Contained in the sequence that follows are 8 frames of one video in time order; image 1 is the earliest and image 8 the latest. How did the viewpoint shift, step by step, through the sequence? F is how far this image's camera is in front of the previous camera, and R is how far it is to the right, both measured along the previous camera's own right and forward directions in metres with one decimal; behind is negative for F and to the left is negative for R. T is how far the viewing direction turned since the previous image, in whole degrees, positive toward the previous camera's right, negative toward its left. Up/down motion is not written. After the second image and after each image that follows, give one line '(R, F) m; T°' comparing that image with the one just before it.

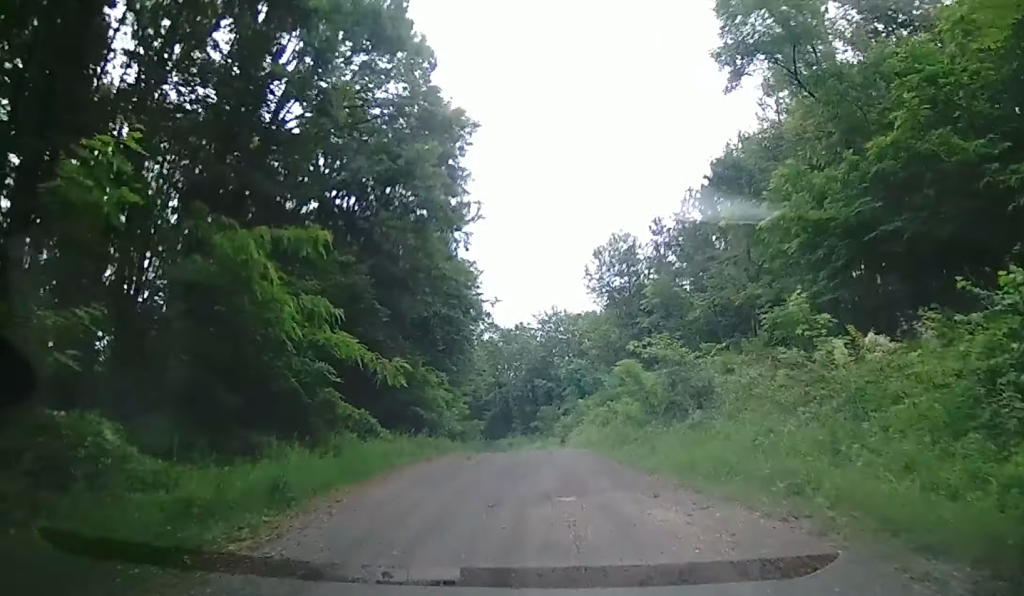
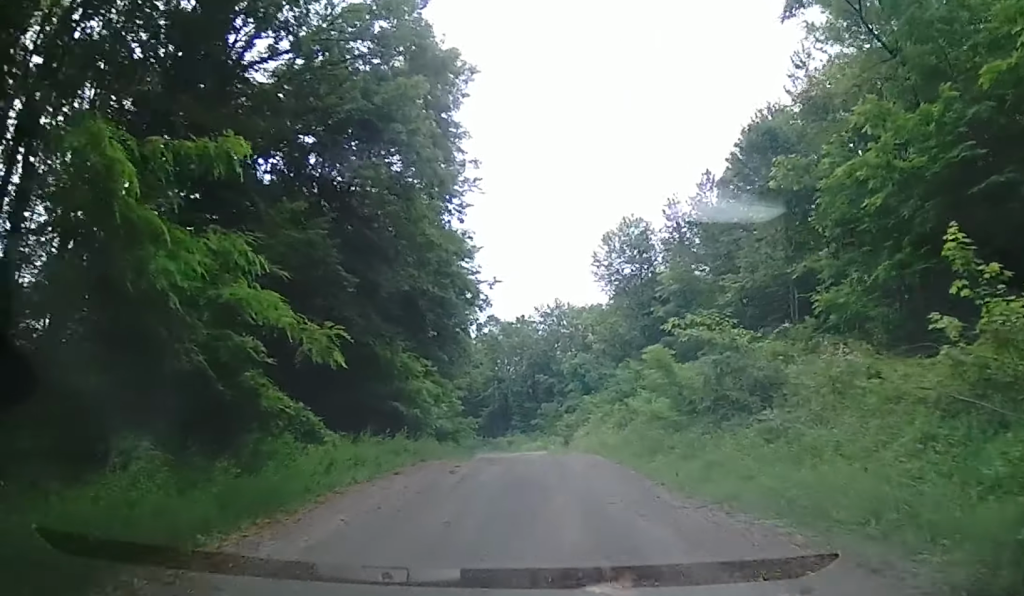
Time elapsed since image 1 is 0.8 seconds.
(-0.4, +5.0) m; +1°
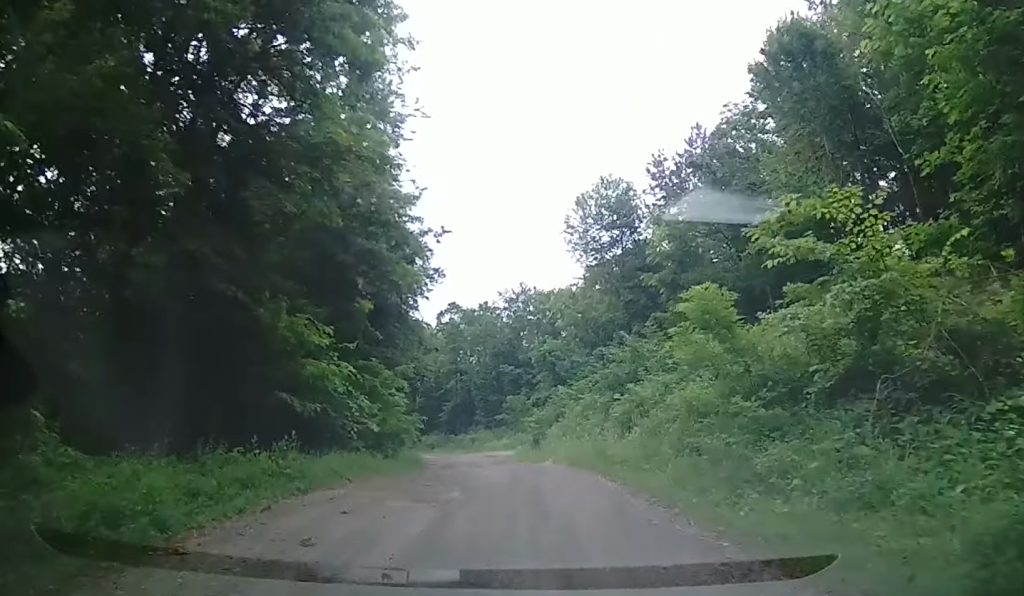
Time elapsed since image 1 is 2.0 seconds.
(+0.7, +8.8) m; +6°
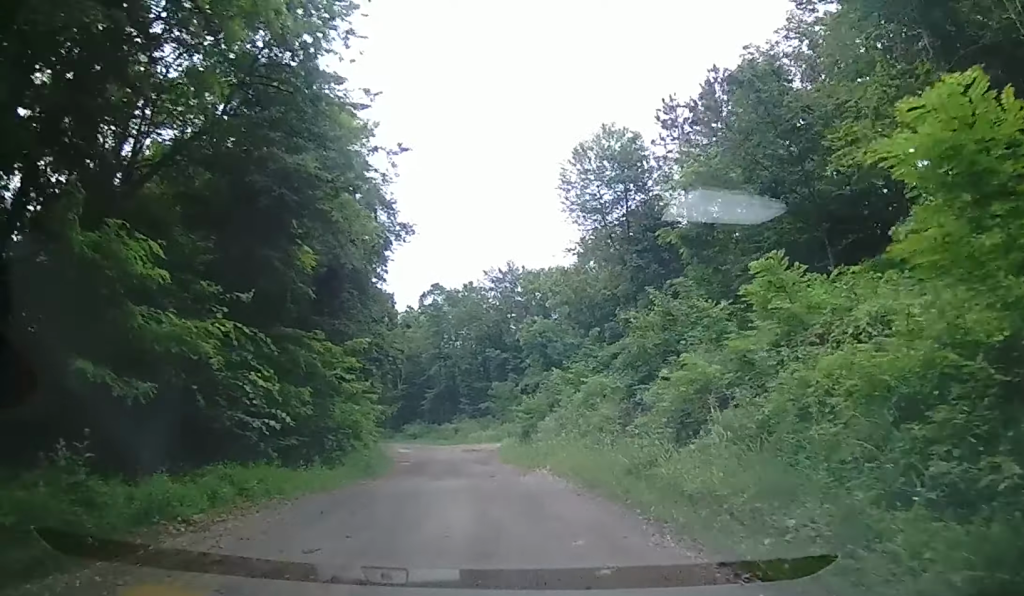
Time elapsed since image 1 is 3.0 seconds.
(0.0, +7.7) m; 0°
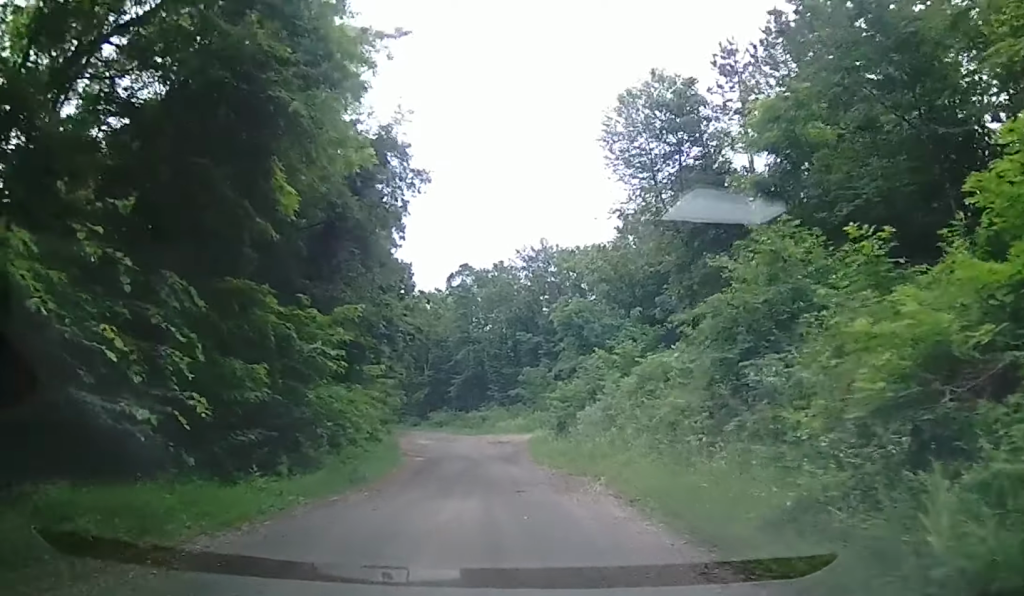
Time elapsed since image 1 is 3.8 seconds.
(0.0, +5.9) m; -1°
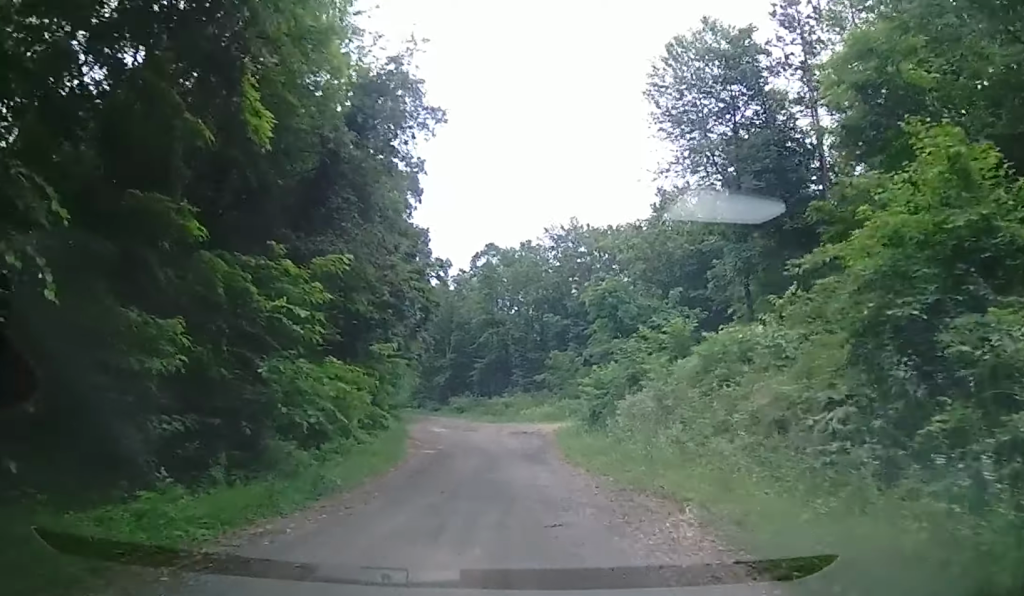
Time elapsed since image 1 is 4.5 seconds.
(-0.1, +4.8) m; -5°
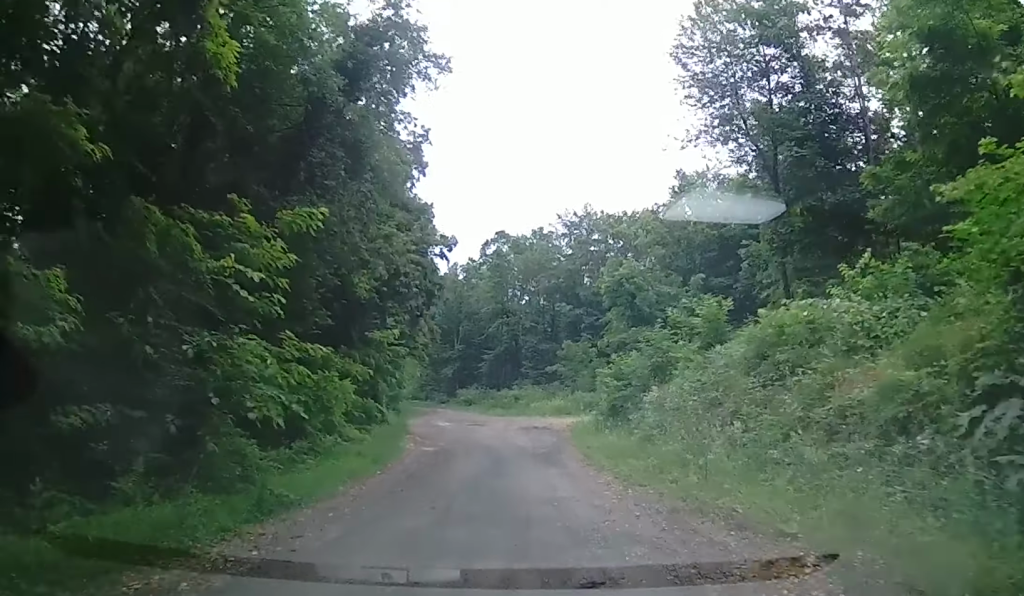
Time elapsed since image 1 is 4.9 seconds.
(+0.1, +3.1) m; -3°
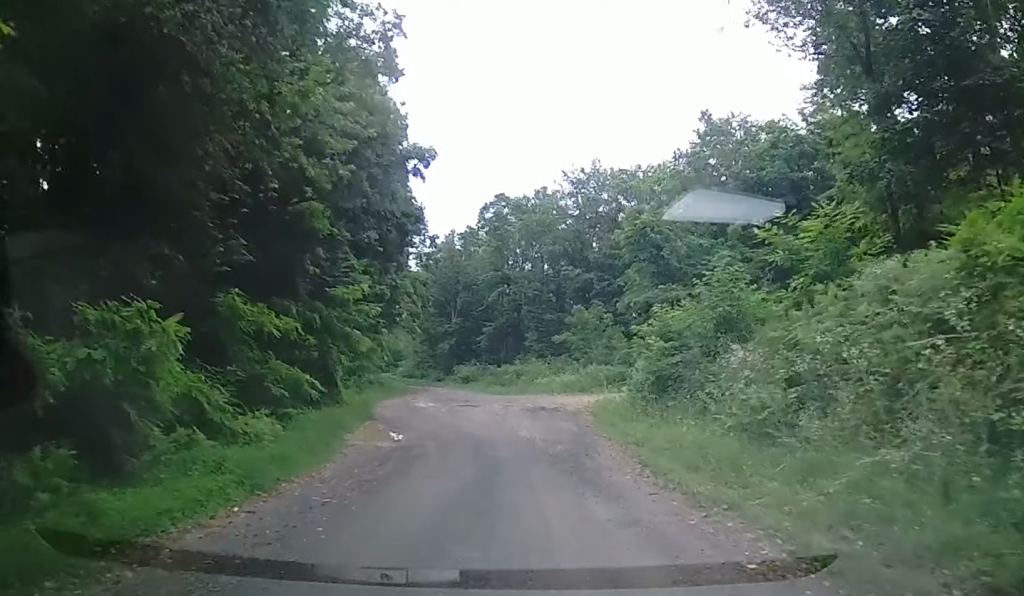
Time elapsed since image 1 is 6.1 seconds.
(-0.7, +8.8) m; -1°
